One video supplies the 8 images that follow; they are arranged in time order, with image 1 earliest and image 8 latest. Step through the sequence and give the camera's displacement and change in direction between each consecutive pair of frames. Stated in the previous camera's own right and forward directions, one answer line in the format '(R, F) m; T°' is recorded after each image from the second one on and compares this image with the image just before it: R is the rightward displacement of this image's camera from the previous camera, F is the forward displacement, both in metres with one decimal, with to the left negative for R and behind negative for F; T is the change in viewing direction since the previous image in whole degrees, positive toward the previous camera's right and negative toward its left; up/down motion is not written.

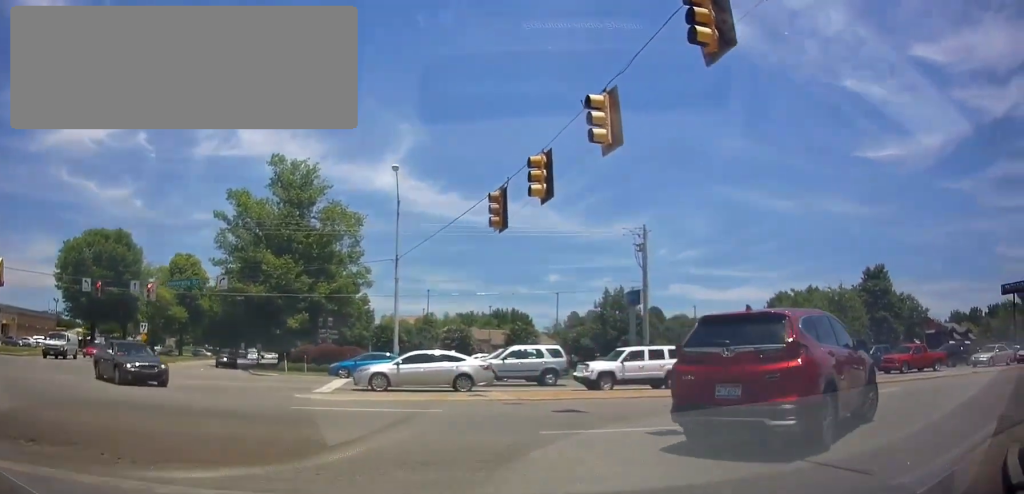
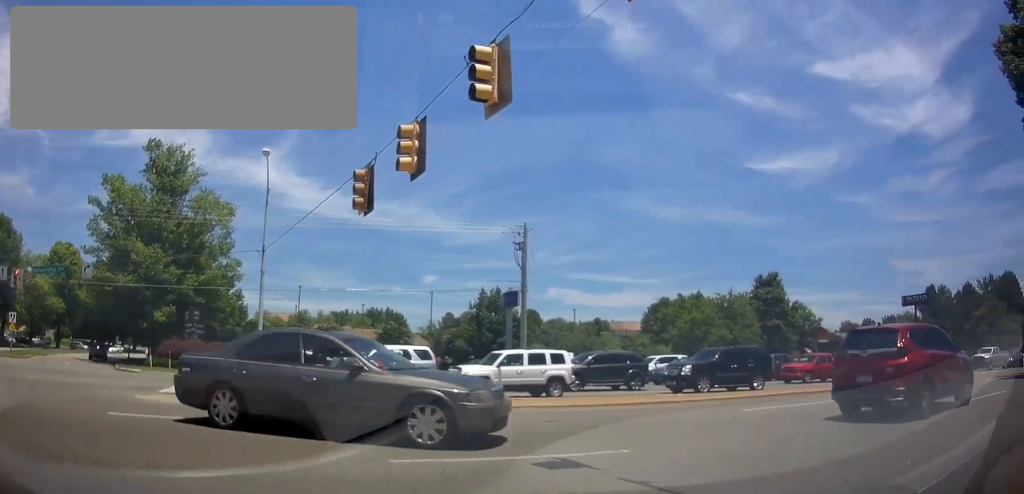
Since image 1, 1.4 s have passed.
(+0.9, +3.4) m; +34°
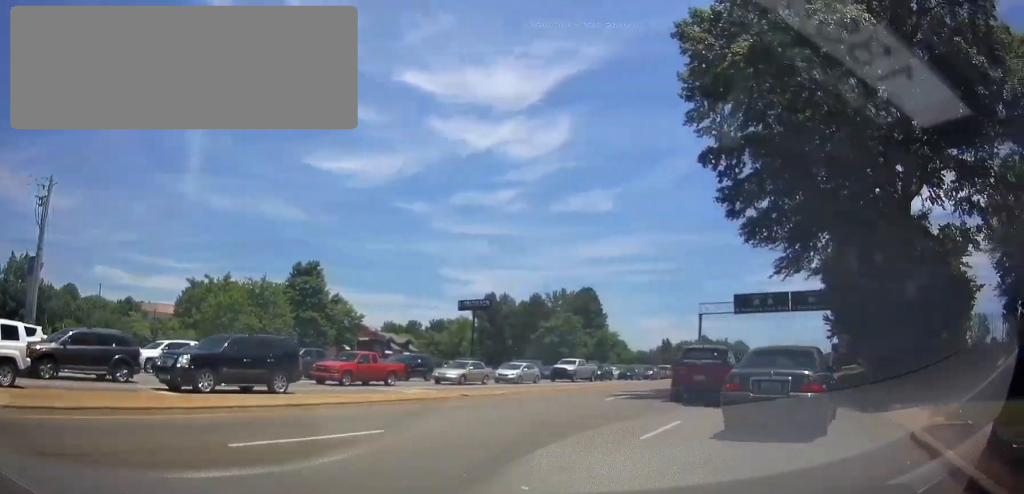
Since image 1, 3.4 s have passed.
(+3.6, +9.7) m; +30°
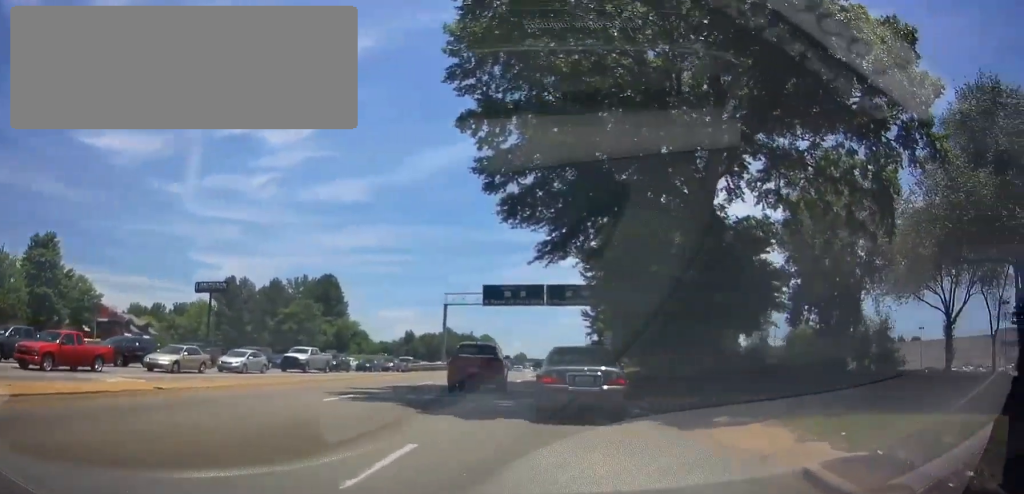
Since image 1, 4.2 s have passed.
(+0.3, +8.1) m; +3°
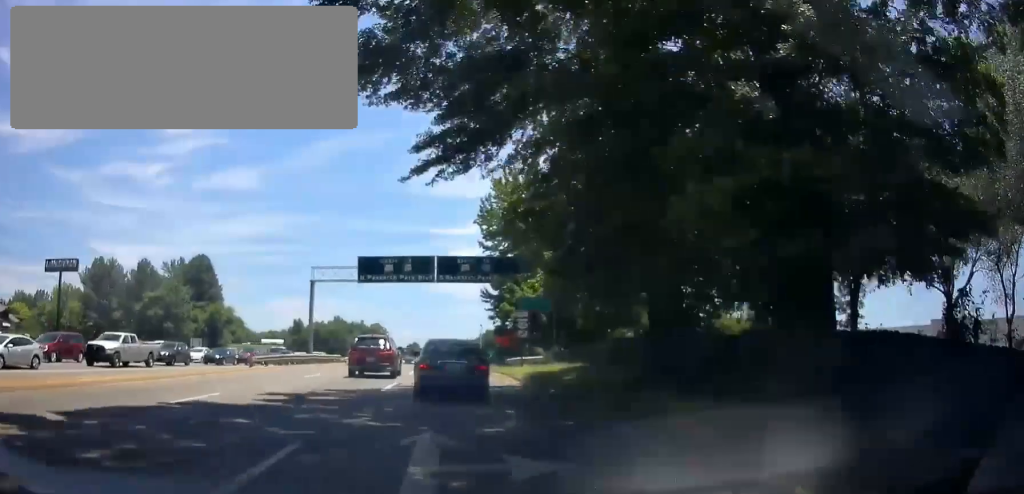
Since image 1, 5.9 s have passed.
(+0.6, +20.0) m; +2°
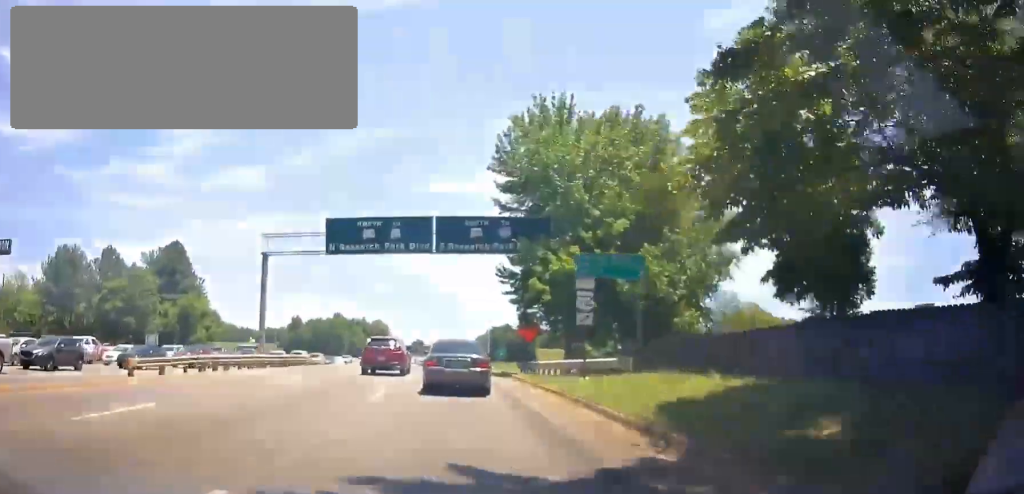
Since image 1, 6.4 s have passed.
(-0.1, +6.5) m; 0°
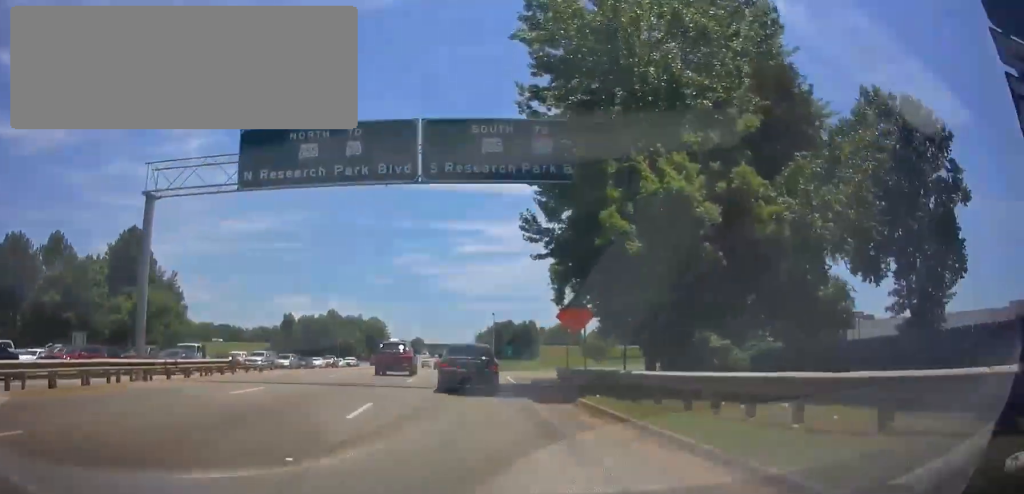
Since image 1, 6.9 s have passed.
(+0.1, +6.7) m; 0°
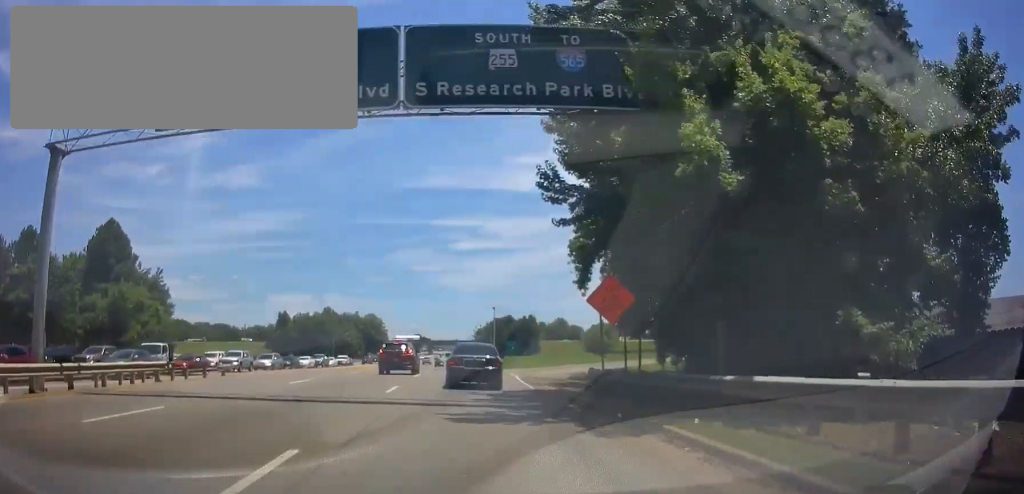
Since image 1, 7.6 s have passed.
(+0.2, +7.6) m; 0°
